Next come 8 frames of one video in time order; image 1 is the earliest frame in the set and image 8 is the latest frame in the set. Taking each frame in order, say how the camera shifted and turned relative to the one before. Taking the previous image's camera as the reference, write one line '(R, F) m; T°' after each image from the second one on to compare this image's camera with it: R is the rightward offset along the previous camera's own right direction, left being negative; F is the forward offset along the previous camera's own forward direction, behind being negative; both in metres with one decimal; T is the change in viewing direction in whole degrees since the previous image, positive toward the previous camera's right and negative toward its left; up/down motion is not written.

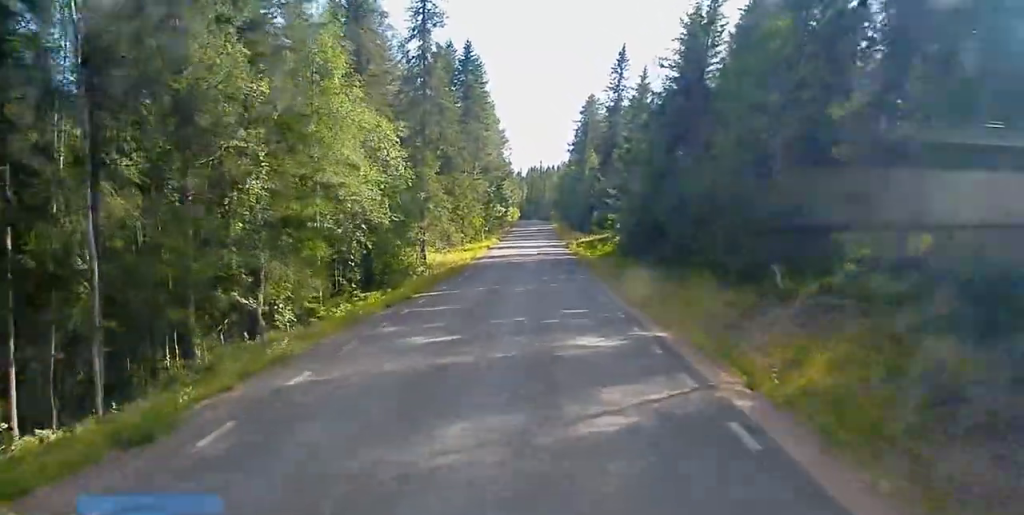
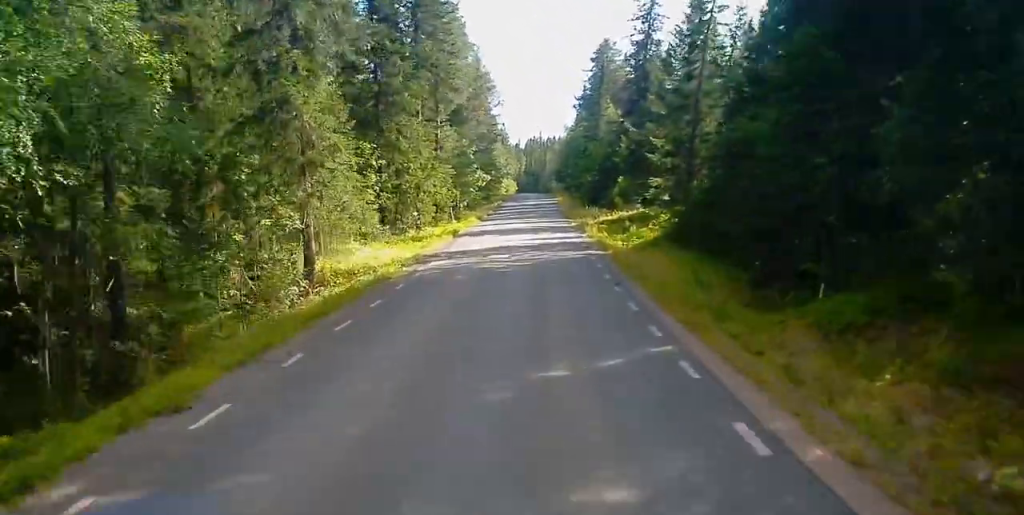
(+0.1, +24.8) m; 0°
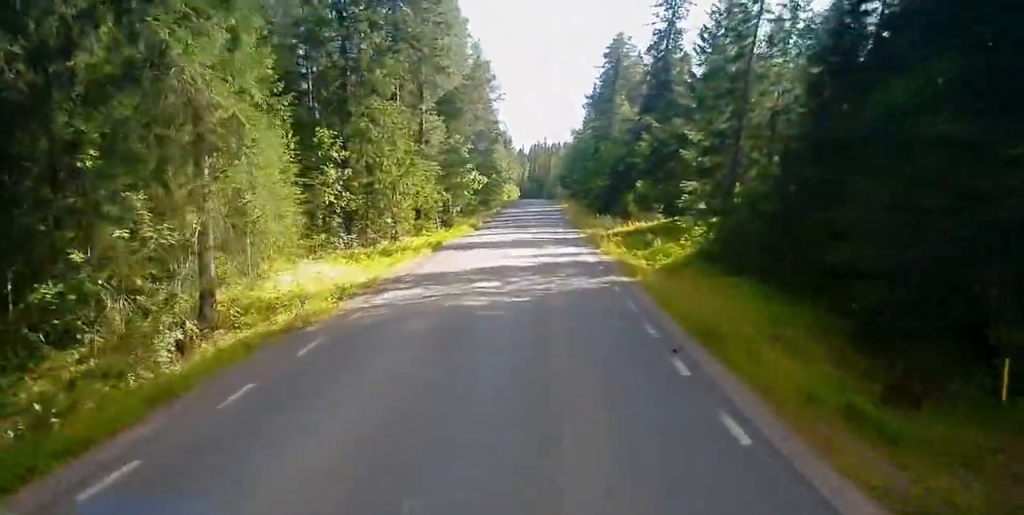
(0.0, +8.4) m; 0°
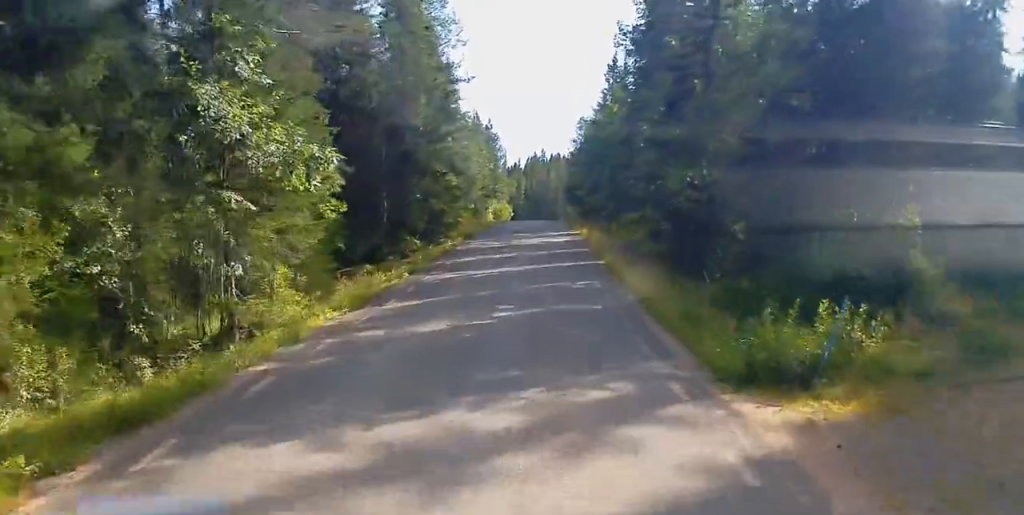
(+0.8, +41.7) m; +1°
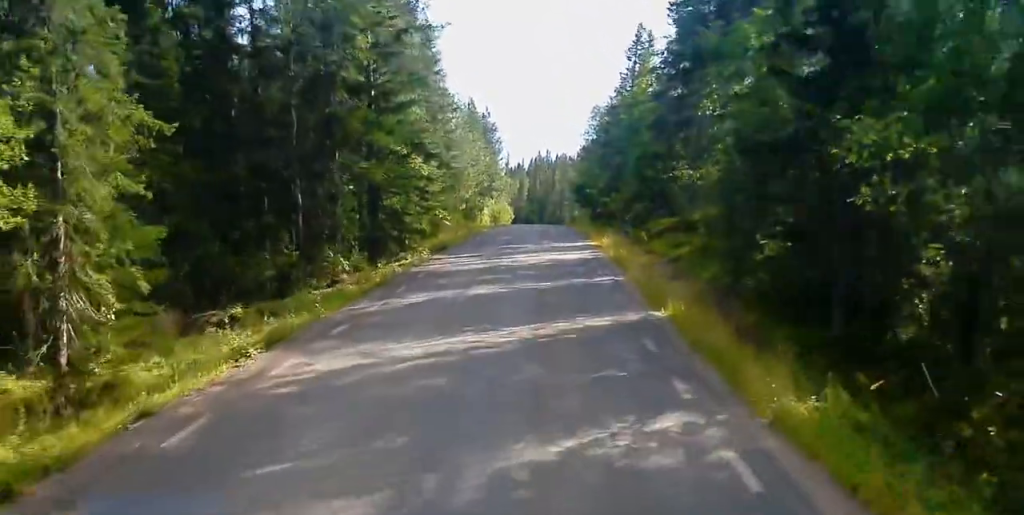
(-0.1, +14.7) m; 0°
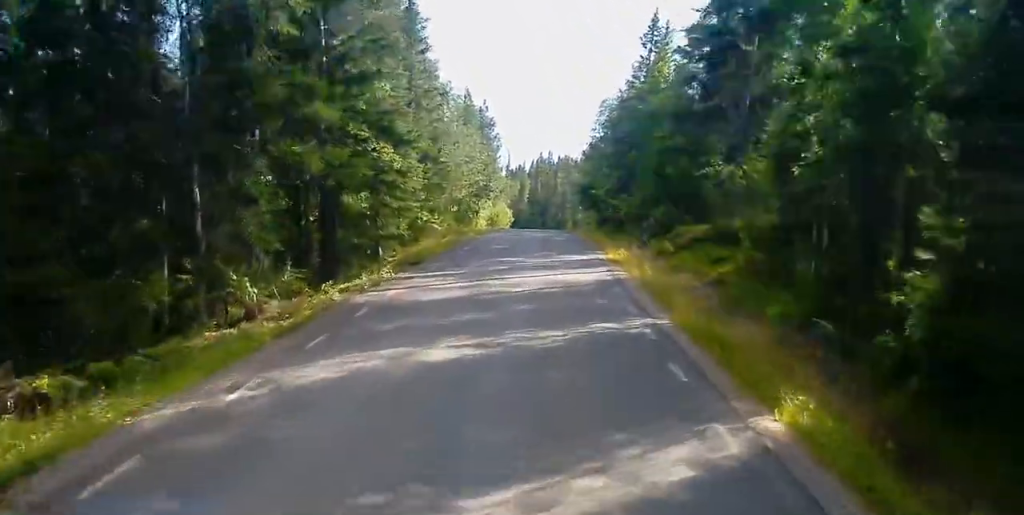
(0.0, +7.8) m; 0°
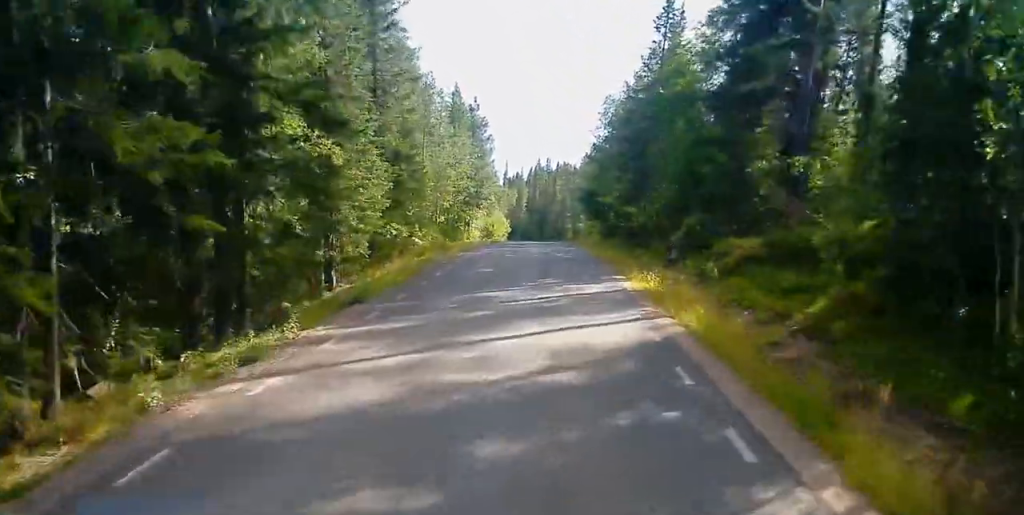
(0.0, +8.8) m; 0°
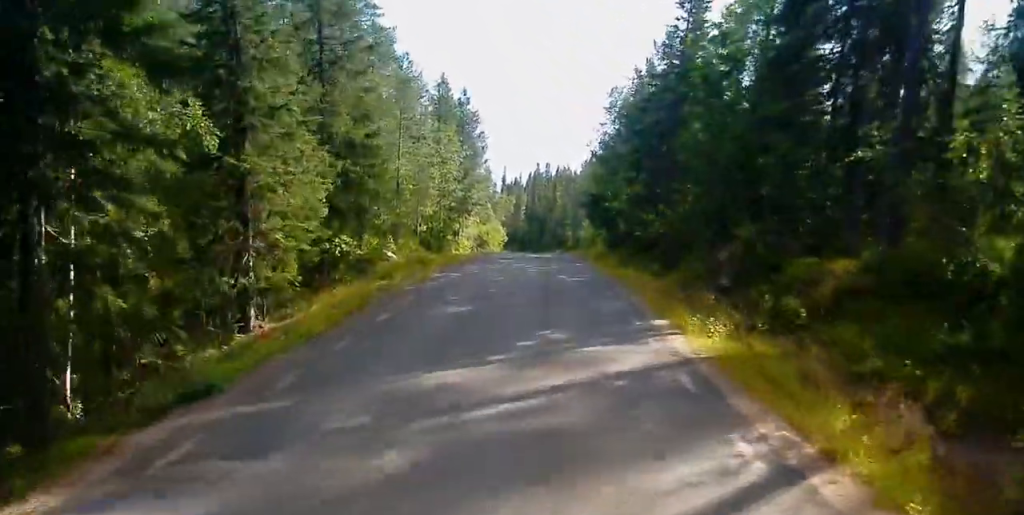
(0.0, +8.8) m; +1°
